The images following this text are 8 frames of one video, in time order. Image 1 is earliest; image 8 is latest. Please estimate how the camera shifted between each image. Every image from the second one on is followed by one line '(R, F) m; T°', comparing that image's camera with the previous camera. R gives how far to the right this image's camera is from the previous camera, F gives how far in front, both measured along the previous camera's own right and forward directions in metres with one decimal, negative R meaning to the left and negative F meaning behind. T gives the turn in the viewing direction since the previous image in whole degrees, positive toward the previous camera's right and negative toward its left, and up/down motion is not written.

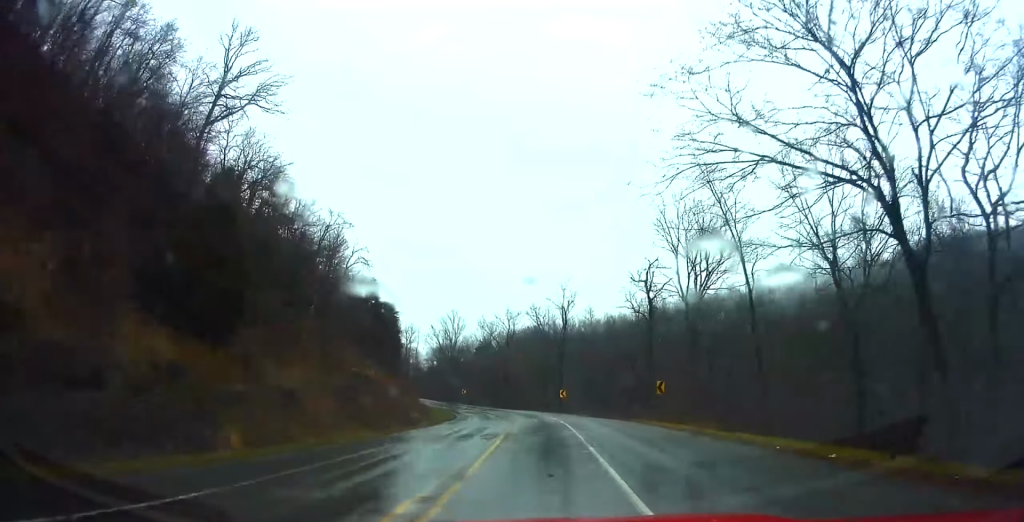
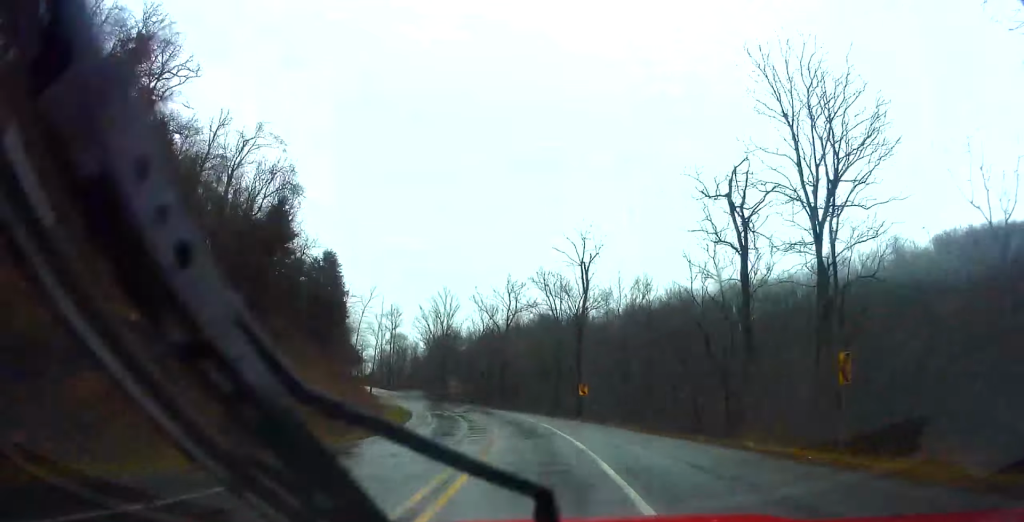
(-0.6, +21.1) m; -6°
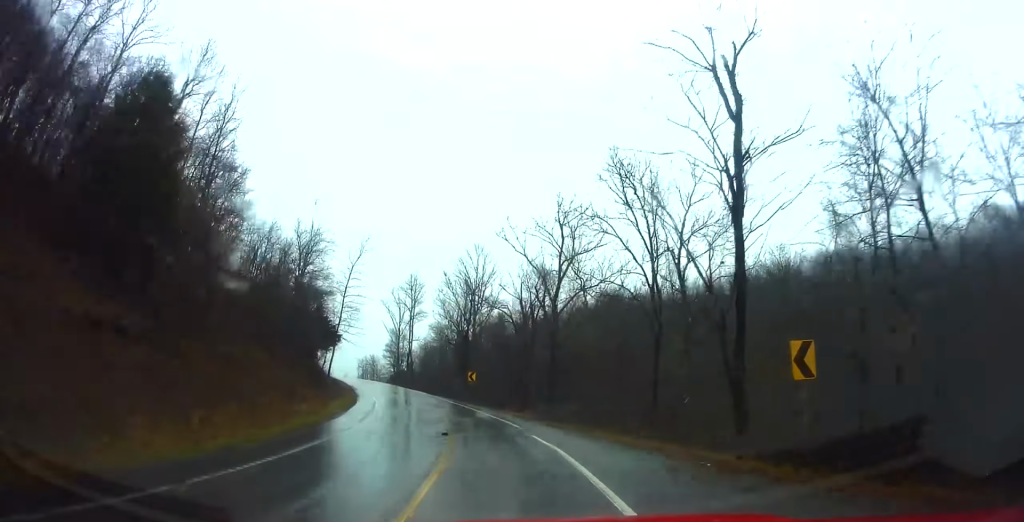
(-2.5, +28.7) m; -8°
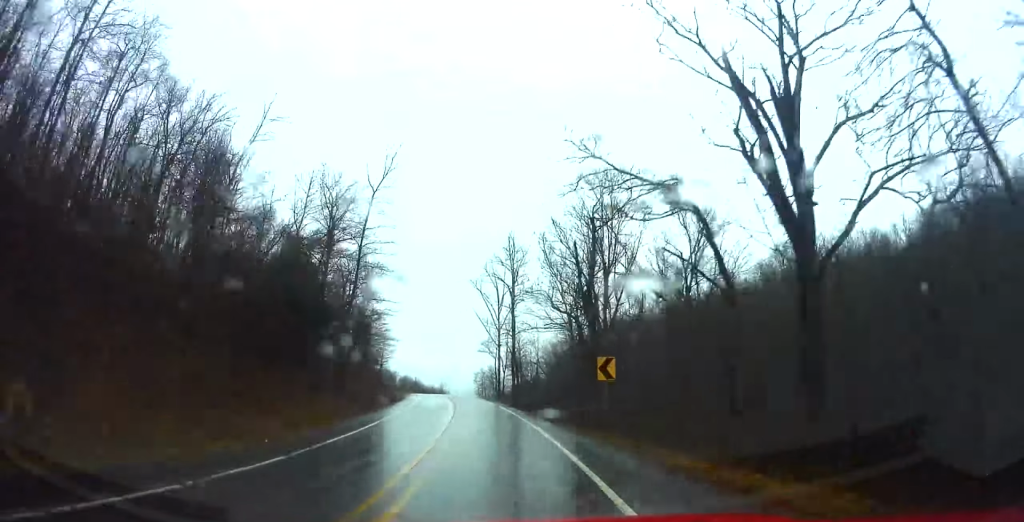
(-0.2, +29.2) m; -8°
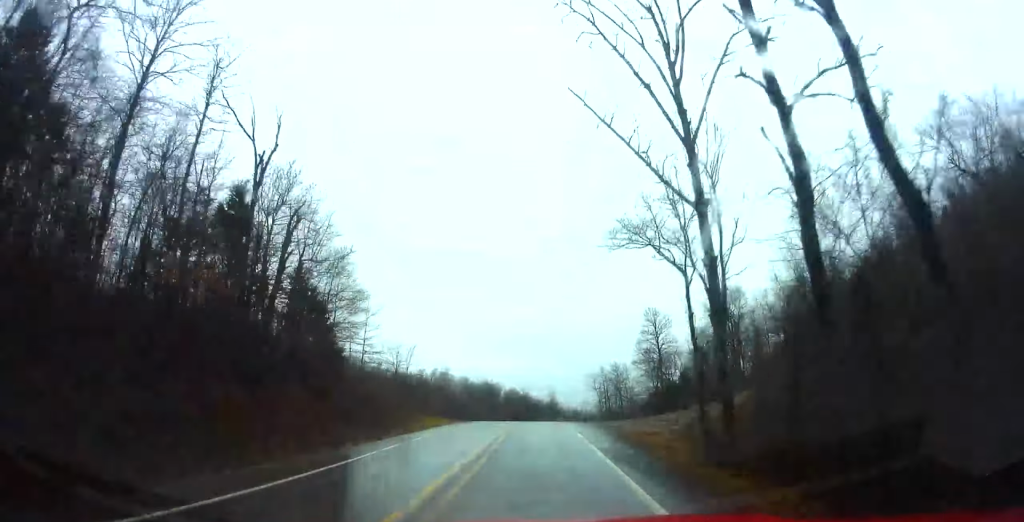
(-6.6, +49.3) m; -9°
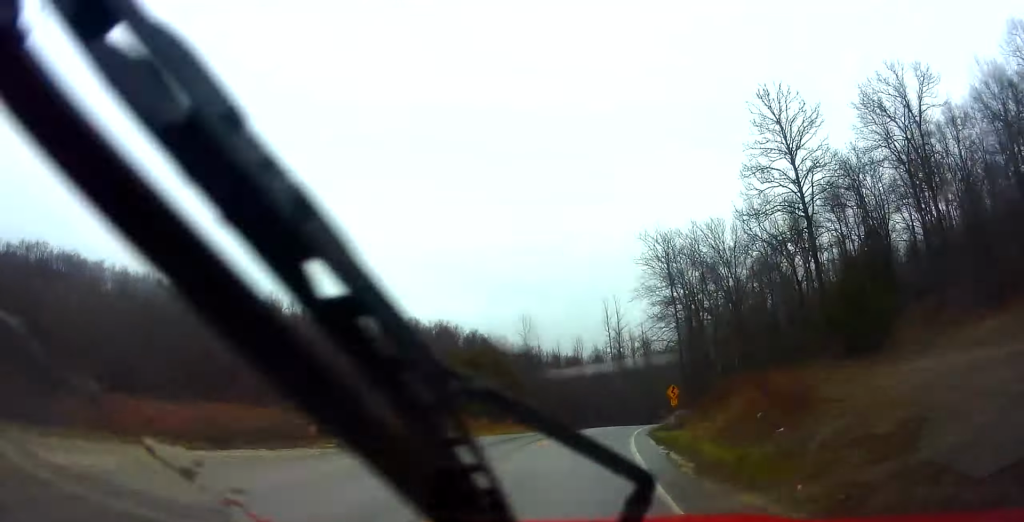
(-3.6, +63.5) m; +1°
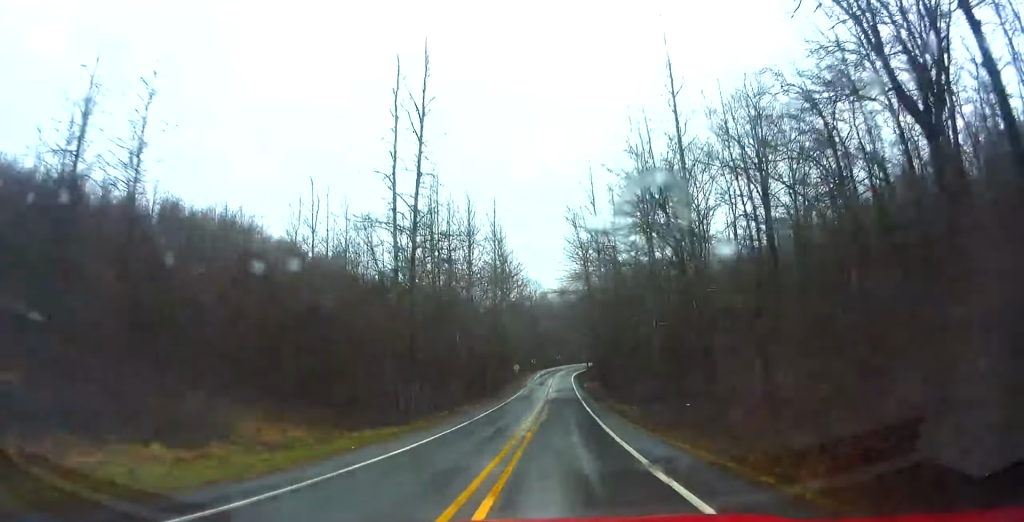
(+5.4, +66.8) m; +9°
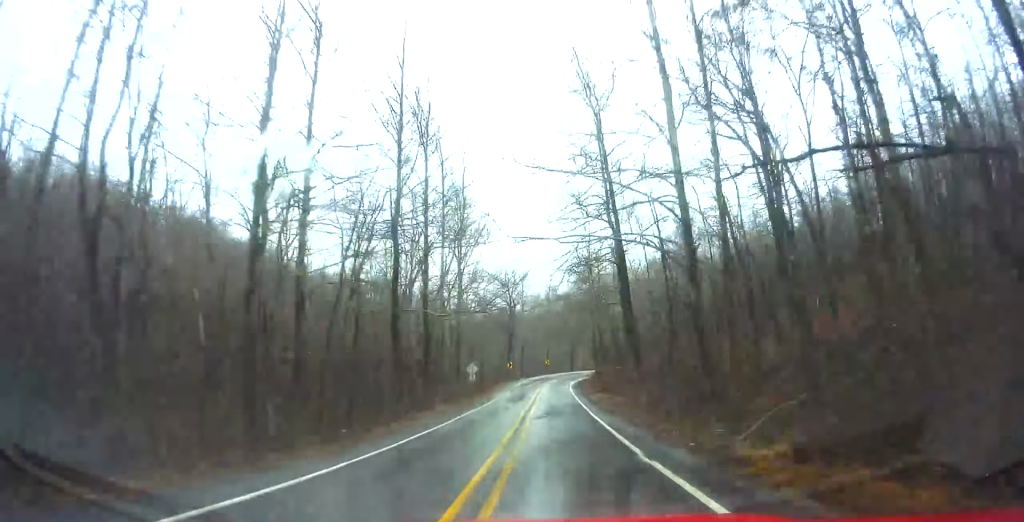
(+2.2, +36.1) m; +2°
